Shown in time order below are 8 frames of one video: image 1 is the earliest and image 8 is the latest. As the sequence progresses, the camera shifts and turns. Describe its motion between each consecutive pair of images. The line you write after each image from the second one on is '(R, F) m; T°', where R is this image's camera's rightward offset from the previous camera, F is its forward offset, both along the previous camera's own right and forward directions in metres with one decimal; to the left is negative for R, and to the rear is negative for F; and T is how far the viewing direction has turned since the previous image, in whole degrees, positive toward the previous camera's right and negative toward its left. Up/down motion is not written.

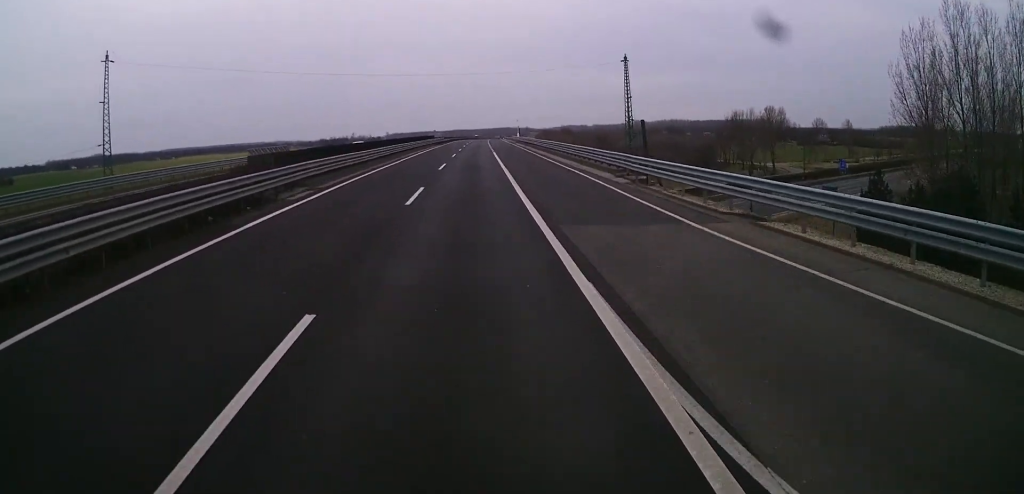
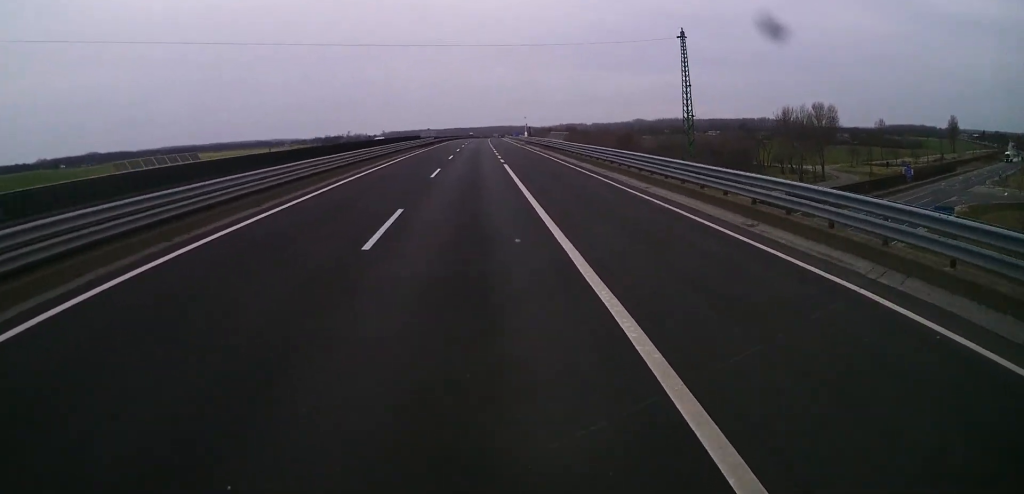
(+0.1, +26.6) m; +1°
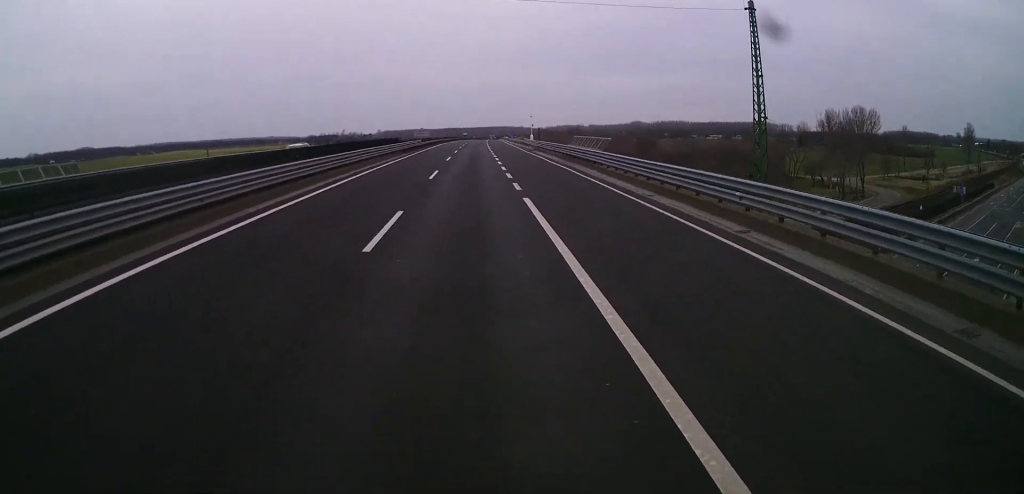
(+0.2, +18.4) m; 0°
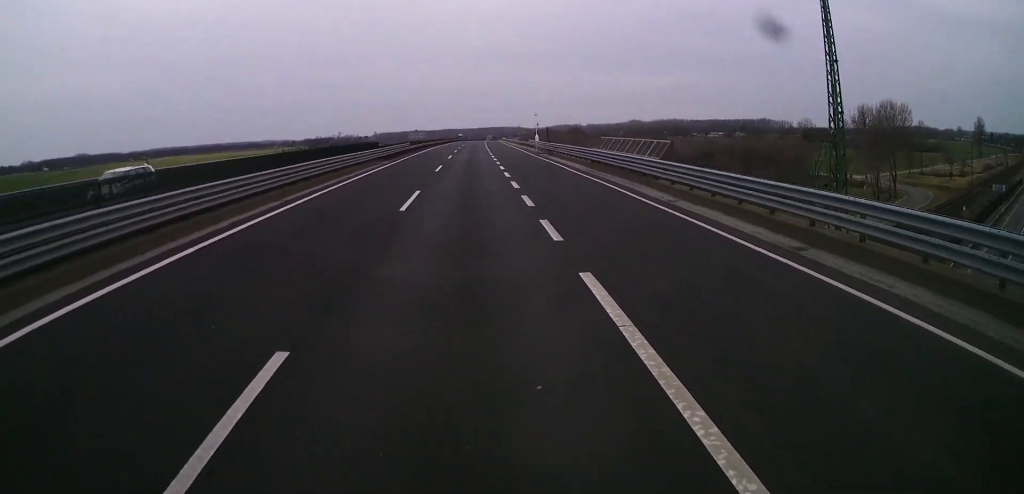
(-0.1, +12.2) m; 0°
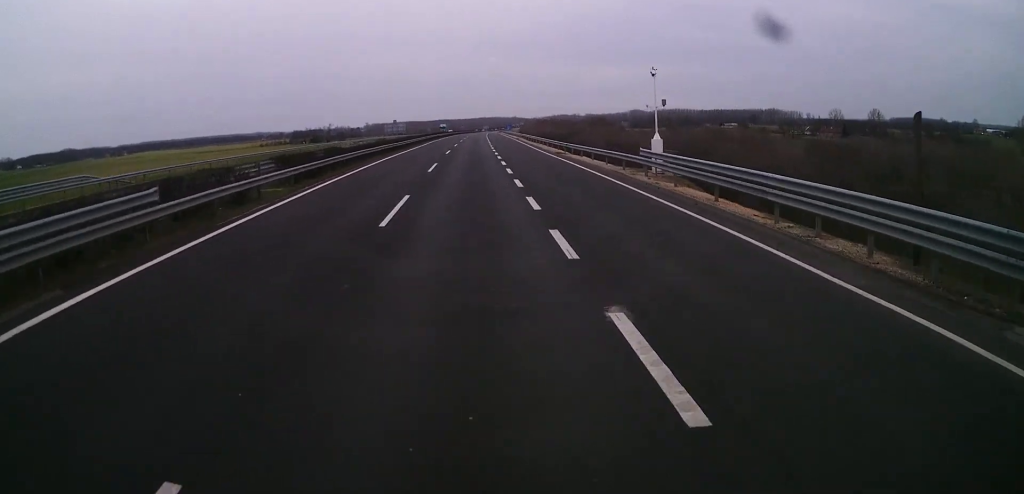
(0.0, +58.1) m; 0°
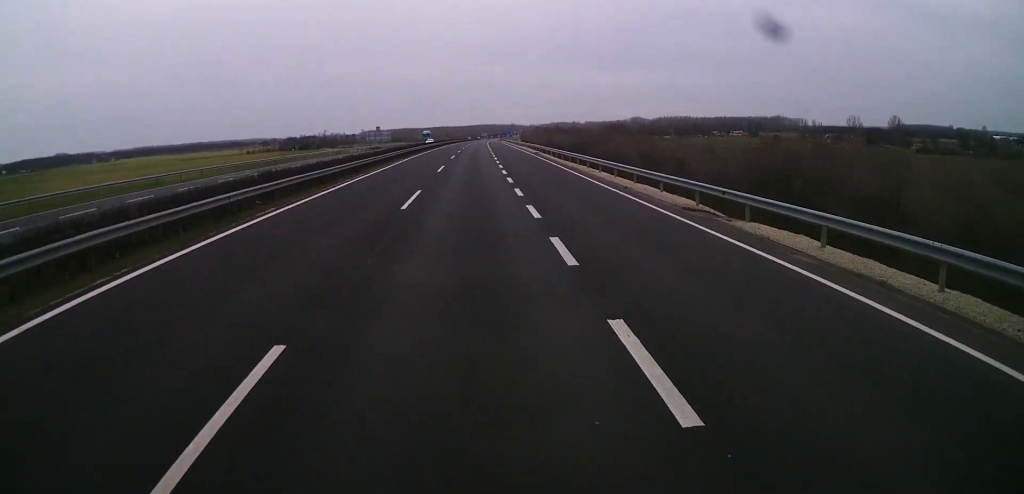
(0.0, +27.9) m; 0°
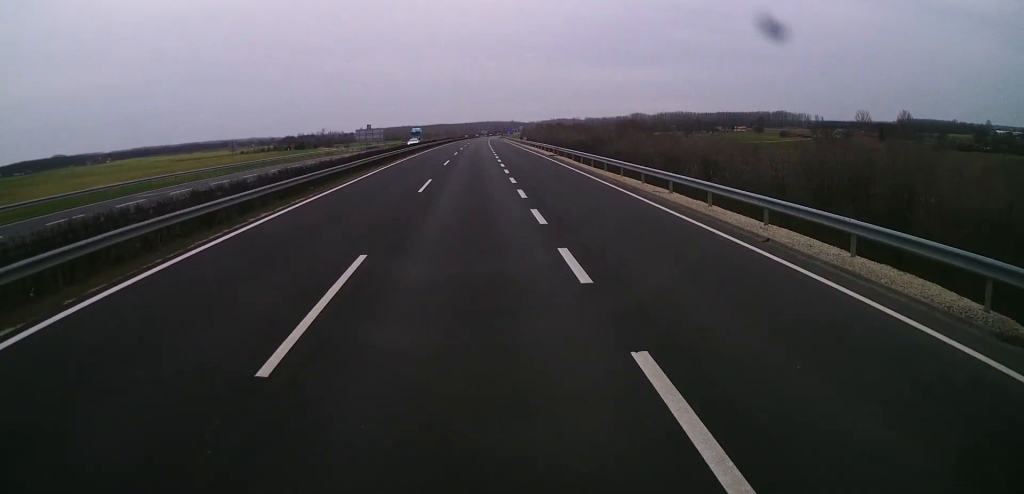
(-0.1, +12.5) m; +1°
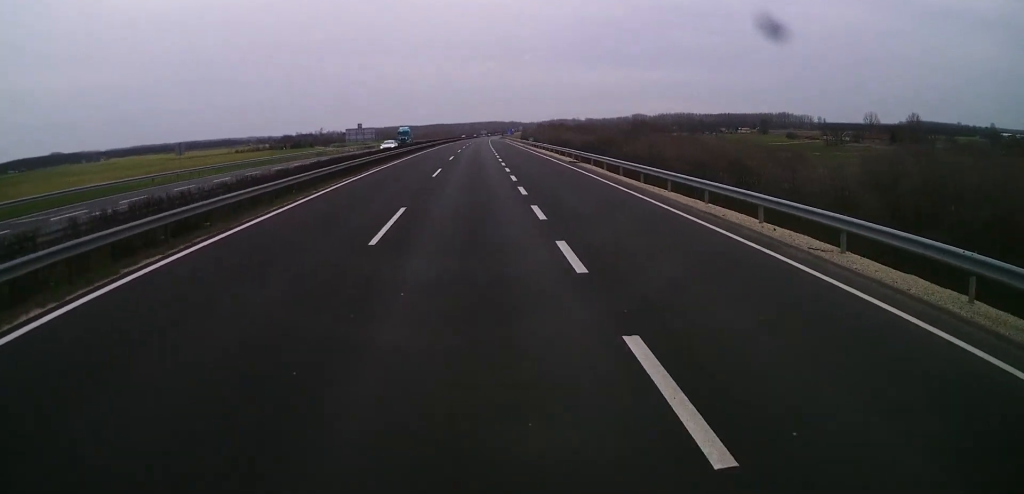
(0.0, +11.1) m; +1°
